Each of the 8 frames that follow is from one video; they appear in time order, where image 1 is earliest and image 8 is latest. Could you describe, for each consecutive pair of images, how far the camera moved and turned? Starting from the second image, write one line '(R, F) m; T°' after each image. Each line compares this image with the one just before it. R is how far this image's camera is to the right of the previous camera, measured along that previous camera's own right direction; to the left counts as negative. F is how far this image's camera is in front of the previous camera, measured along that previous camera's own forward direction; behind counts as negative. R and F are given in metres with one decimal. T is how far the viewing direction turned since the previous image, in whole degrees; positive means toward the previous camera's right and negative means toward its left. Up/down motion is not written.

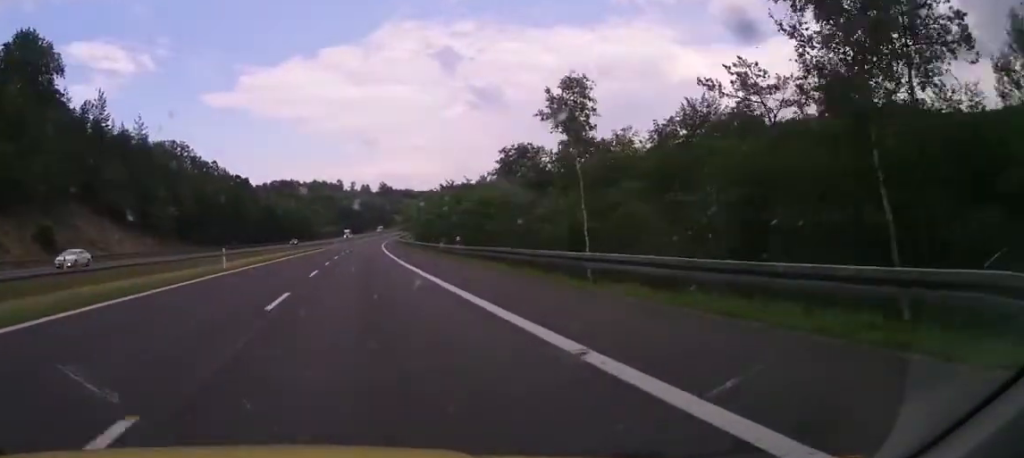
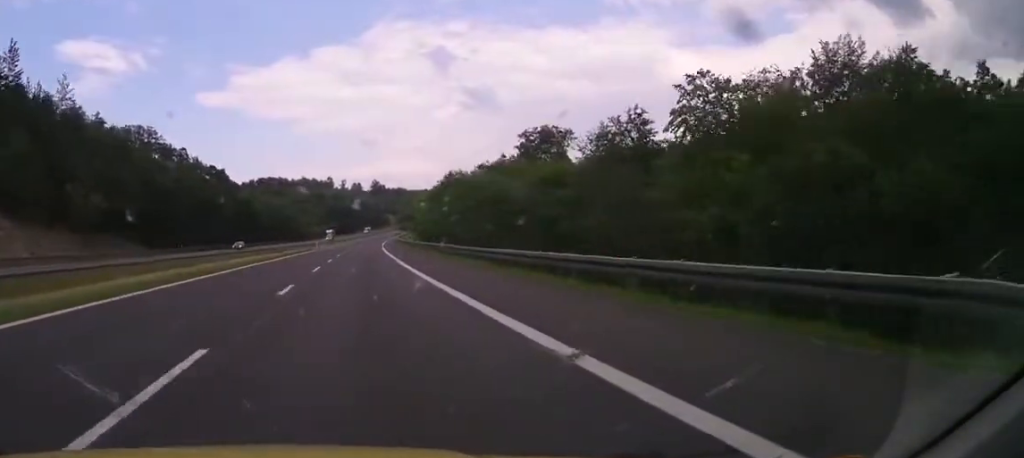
(+0.2, +32.9) m; +1°
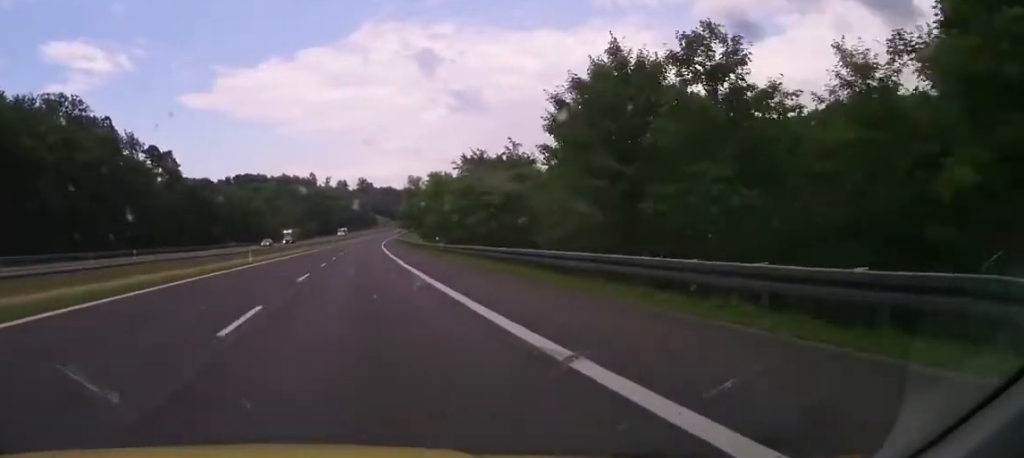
(+0.5, +52.3) m; +1°
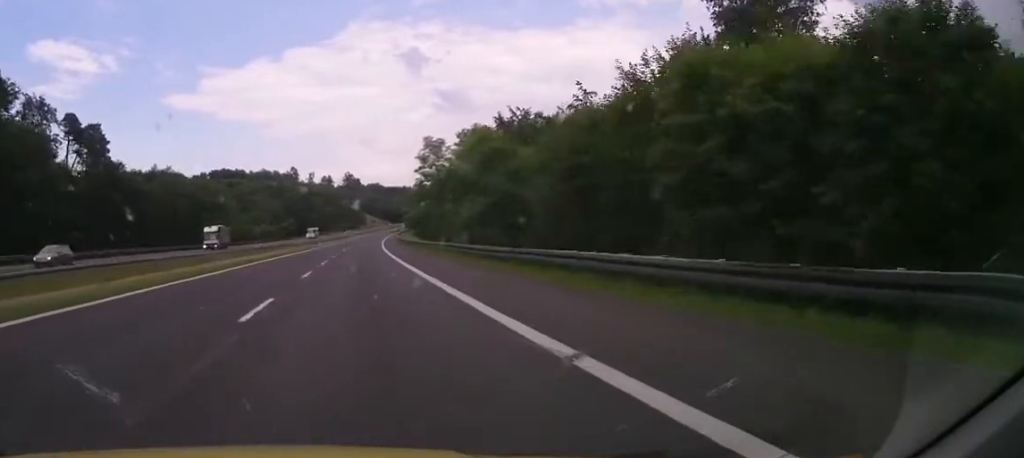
(0.0, +44.5) m; 0°
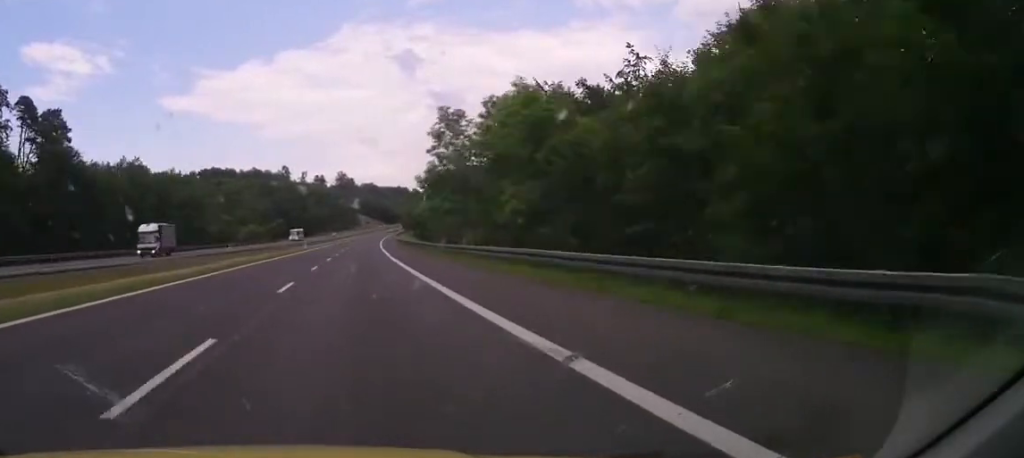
(0.0, +17.0) m; 0°
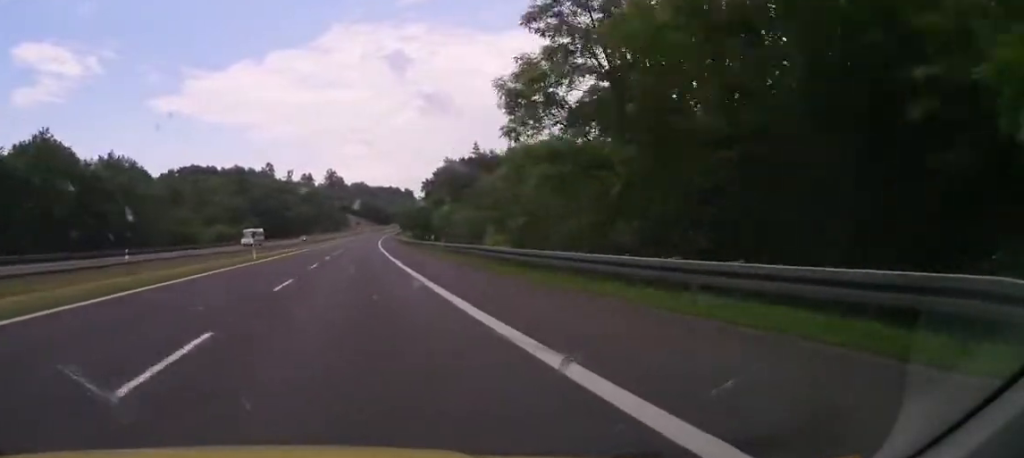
(0.0, +34.1) m; +1°
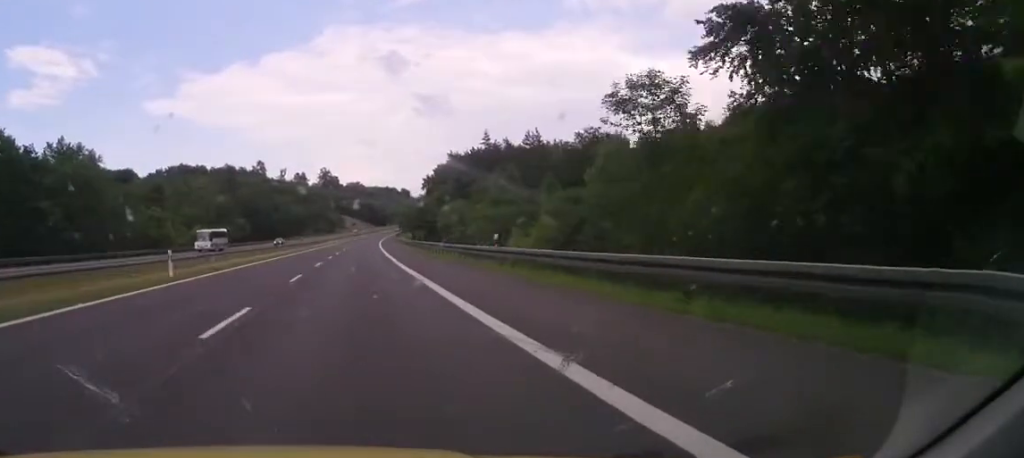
(-0.3, +19.6) m; +2°
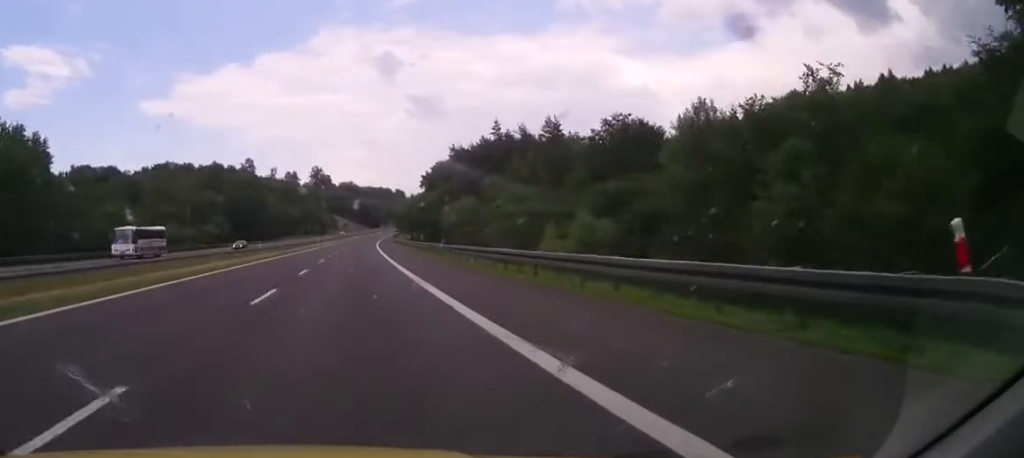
(+0.5, +18.6) m; +2°
